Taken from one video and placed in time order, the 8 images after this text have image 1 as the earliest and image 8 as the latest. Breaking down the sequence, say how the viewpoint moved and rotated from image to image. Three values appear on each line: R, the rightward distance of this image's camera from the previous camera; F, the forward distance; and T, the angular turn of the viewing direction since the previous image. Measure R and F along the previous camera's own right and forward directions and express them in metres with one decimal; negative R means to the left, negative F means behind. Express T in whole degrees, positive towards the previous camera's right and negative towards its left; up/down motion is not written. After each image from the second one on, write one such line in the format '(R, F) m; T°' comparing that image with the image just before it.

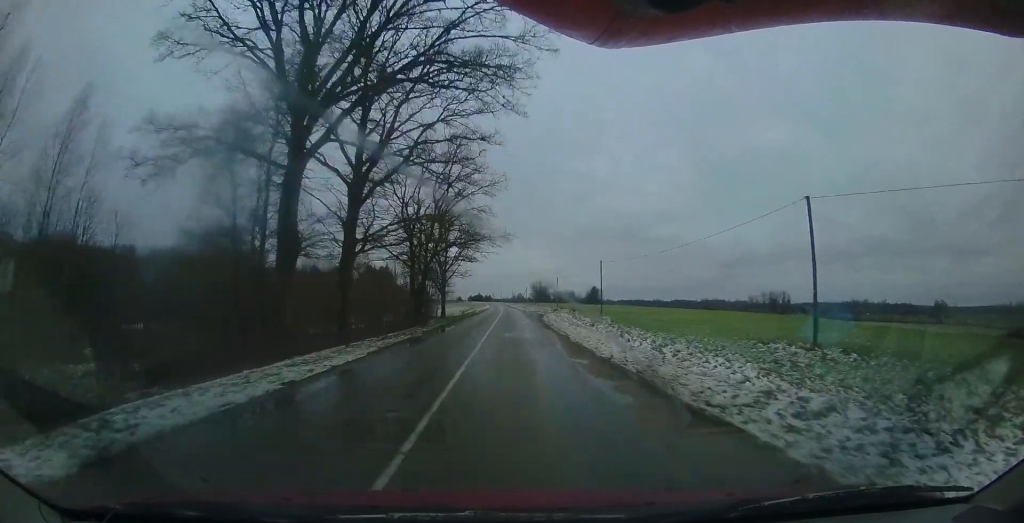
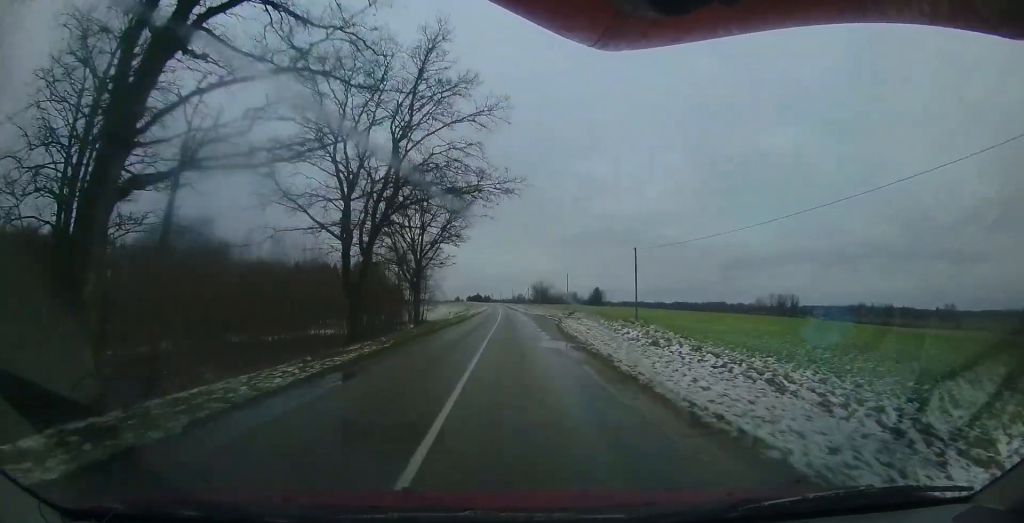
(0.0, +12.4) m; 0°
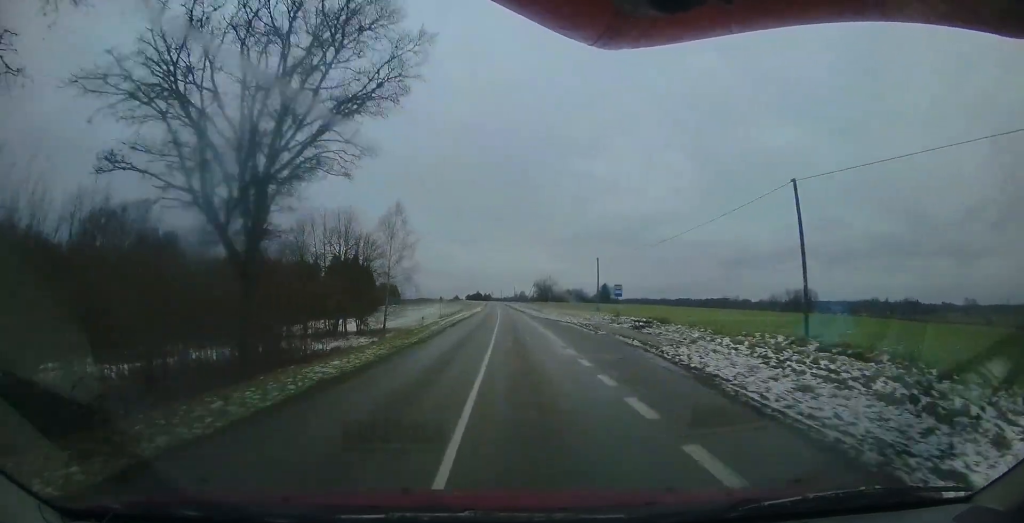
(0.0, +20.3) m; 0°
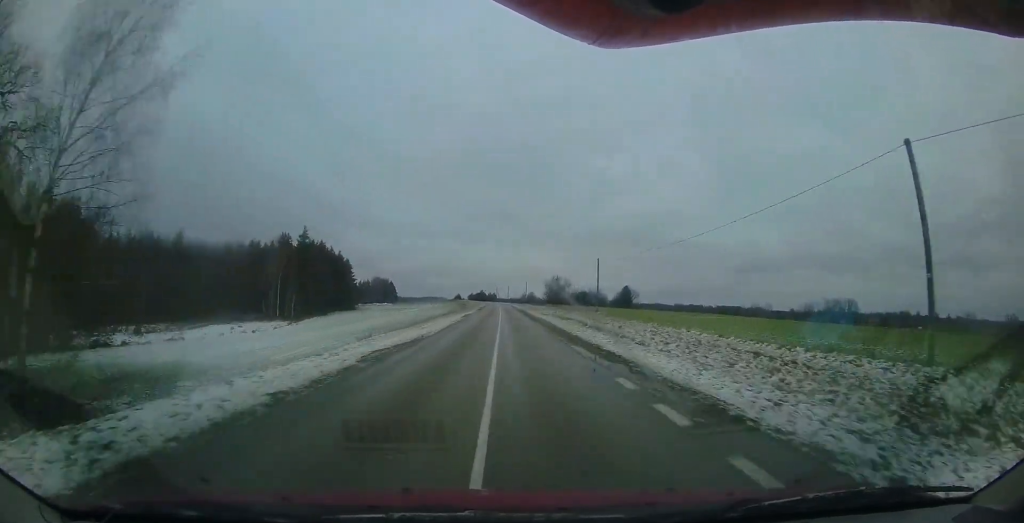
(+0.1, +35.9) m; +1°
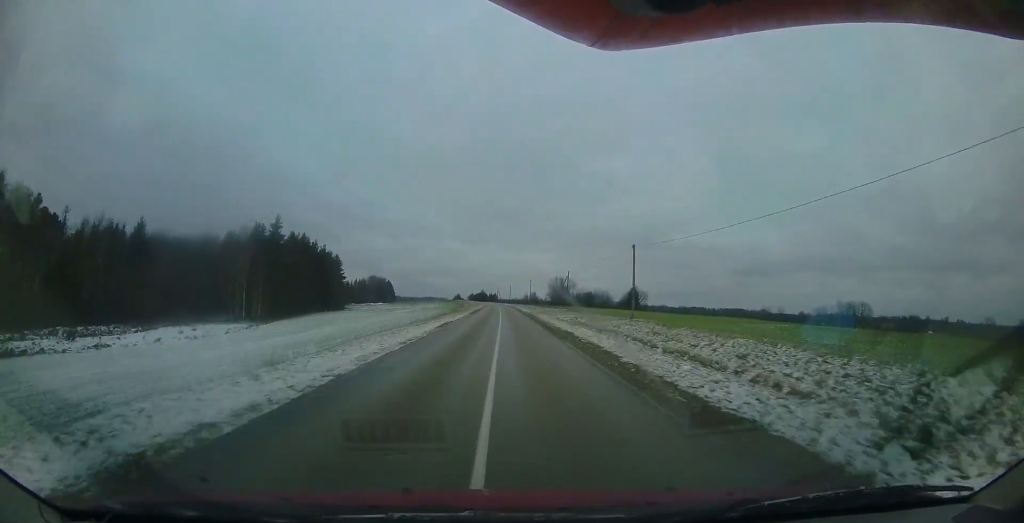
(-0.1, +11.8) m; +1°
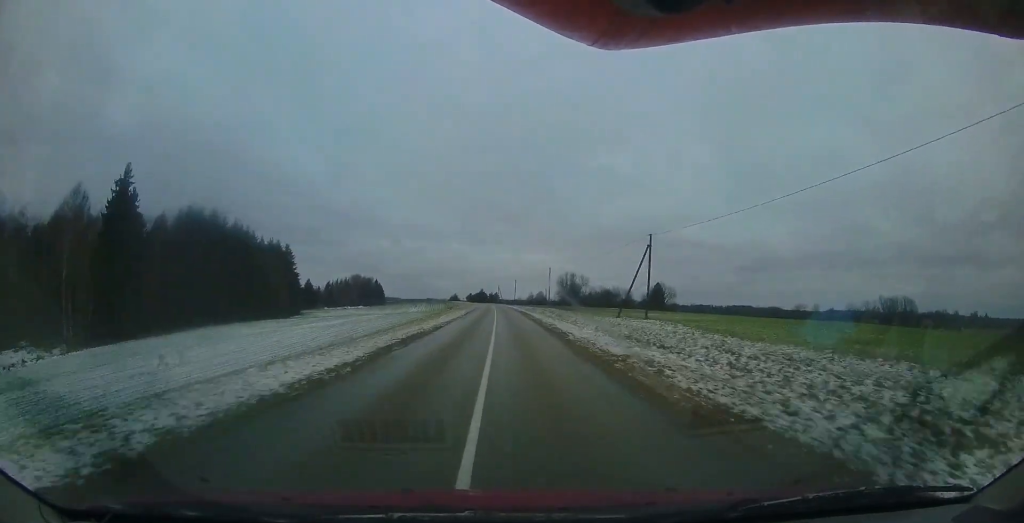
(+1.4, +36.6) m; 0°
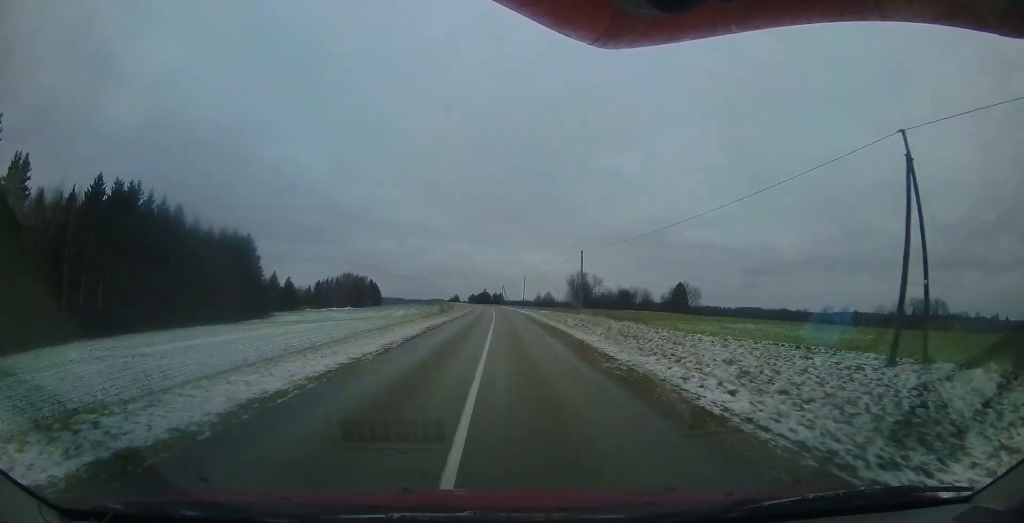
(-0.6, +21.6) m; -1°
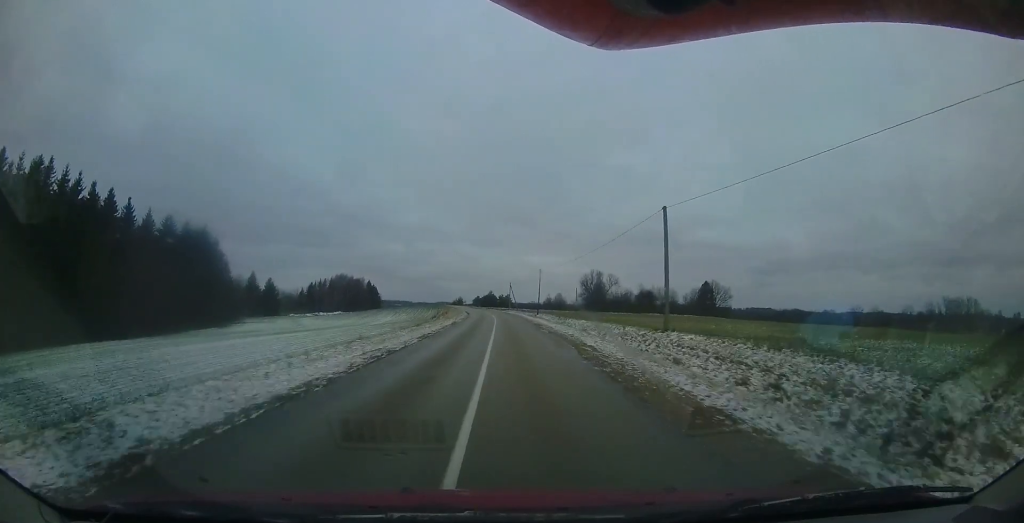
(-0.1, +19.3) m; 0°
